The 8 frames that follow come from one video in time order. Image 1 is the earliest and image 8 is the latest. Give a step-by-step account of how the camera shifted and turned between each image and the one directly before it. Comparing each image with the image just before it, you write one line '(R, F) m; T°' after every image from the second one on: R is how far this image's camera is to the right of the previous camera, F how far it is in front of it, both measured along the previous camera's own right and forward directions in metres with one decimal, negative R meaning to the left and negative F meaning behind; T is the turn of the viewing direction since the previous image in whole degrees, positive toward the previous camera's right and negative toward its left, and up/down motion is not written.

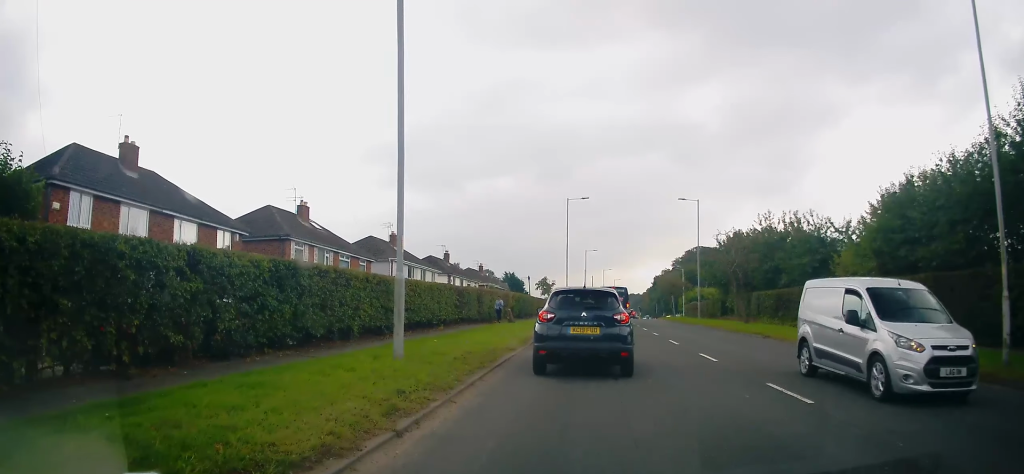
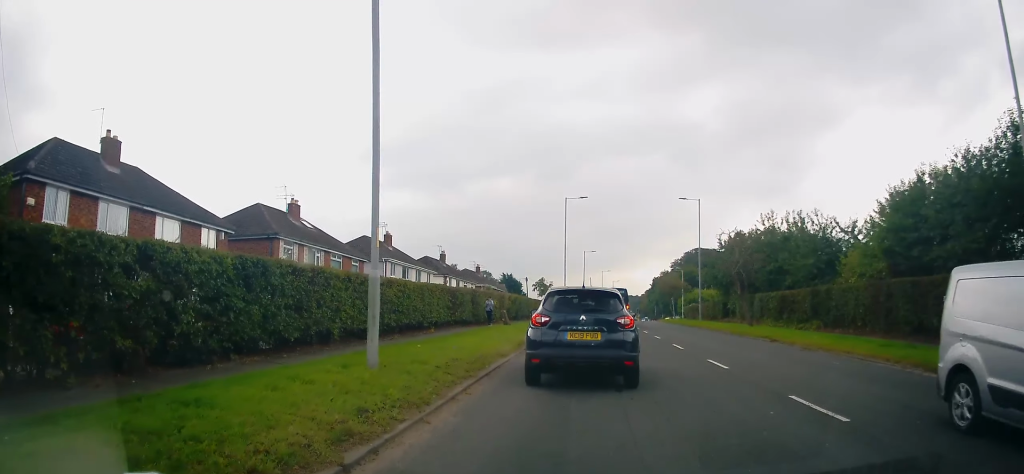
(0.0, +1.2) m; 0°
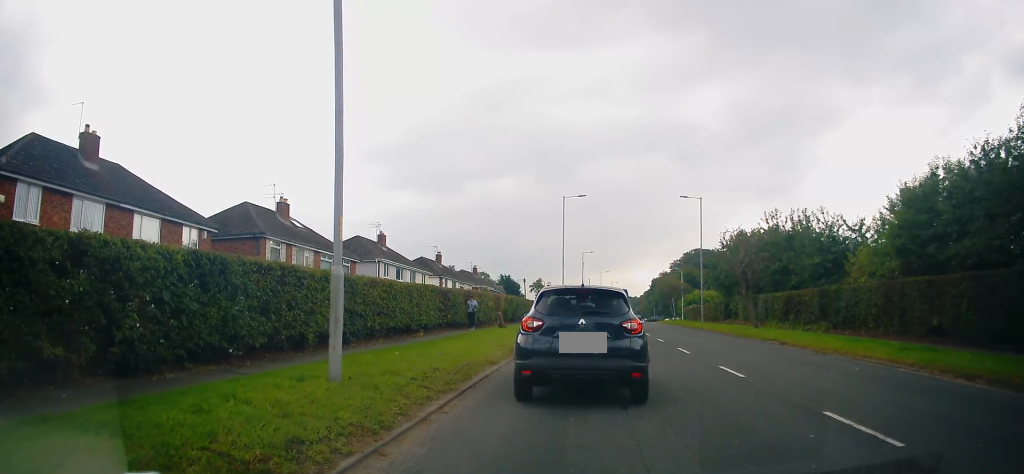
(+0.1, +1.4) m; 0°
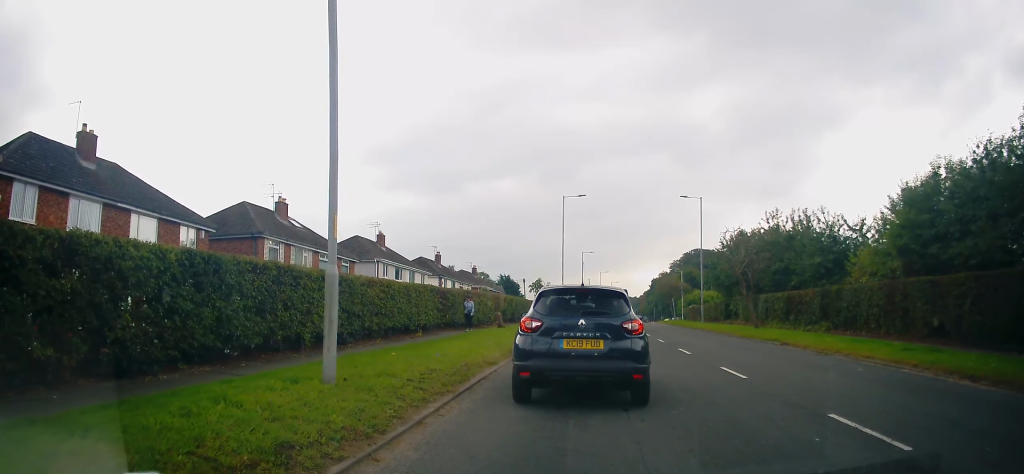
(0.0, +0.1) m; 0°
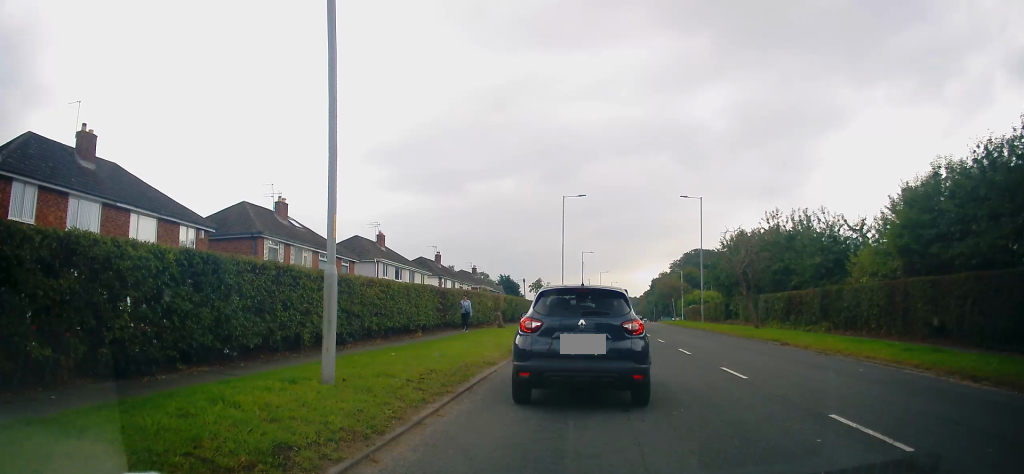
(0.0, 0.0) m; 0°
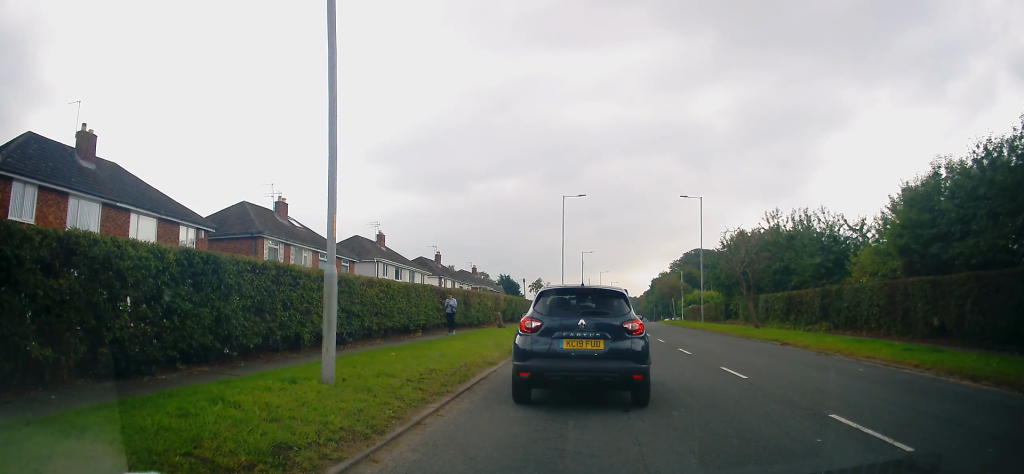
(0.0, 0.0) m; 0°
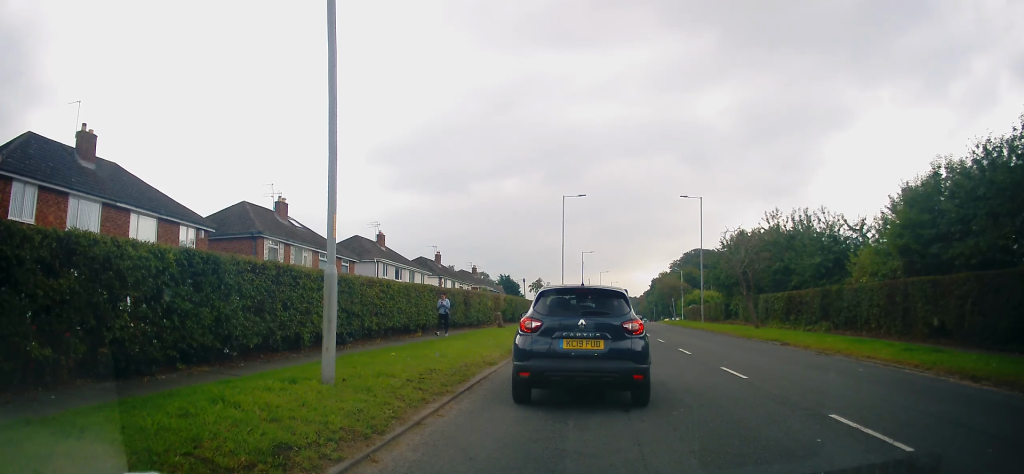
(0.0, 0.0) m; 0°
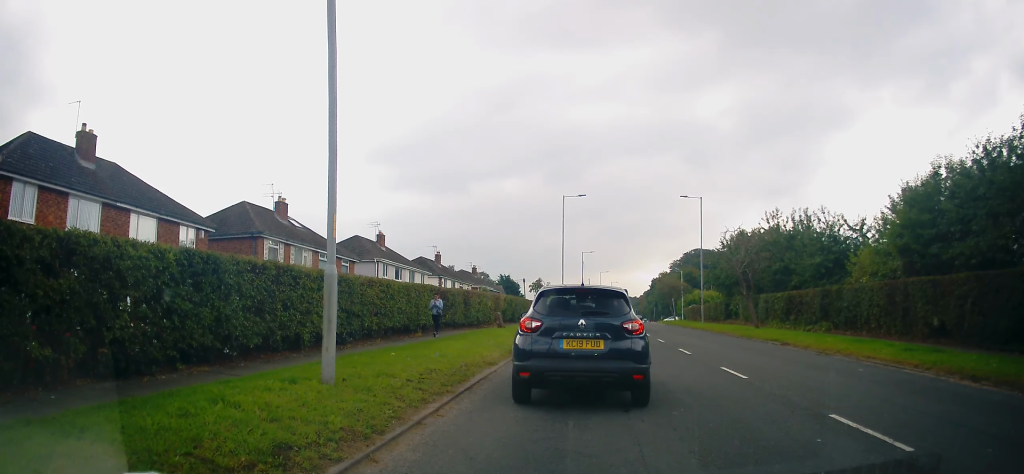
(0.0, 0.0) m; 0°
